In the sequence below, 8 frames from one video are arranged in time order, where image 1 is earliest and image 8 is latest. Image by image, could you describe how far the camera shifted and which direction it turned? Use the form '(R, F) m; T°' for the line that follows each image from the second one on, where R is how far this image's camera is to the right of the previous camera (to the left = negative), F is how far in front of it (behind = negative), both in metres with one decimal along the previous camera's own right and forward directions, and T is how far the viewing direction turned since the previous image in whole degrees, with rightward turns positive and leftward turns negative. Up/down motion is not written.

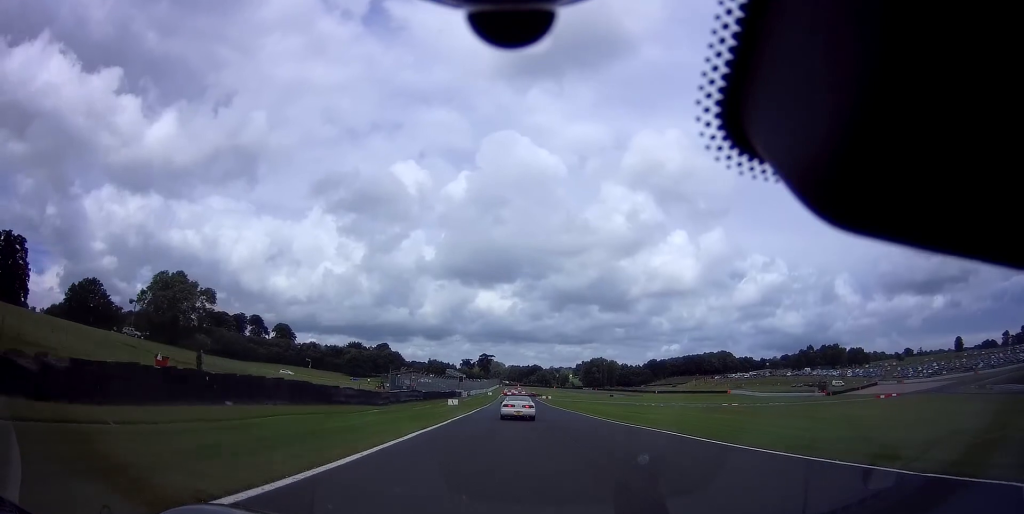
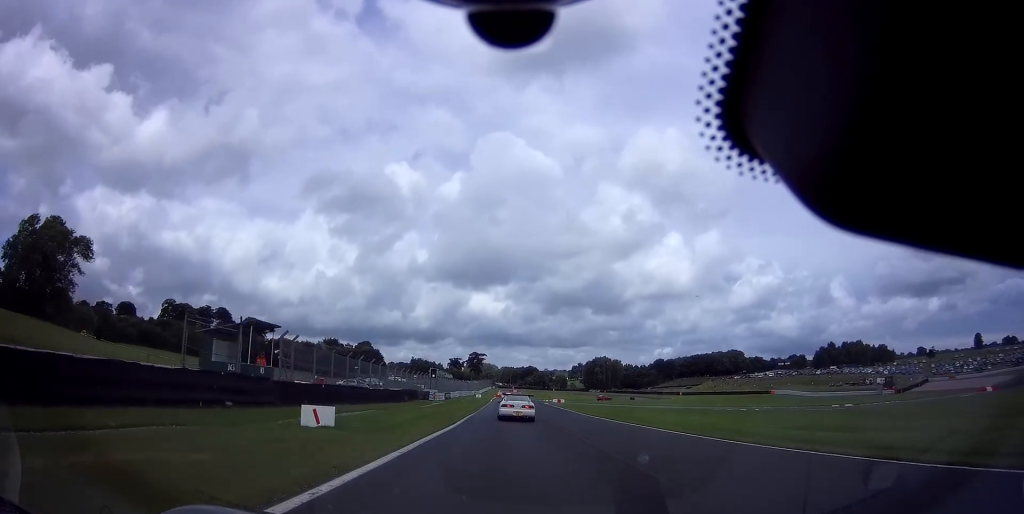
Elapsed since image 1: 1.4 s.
(+0.1, +37.0) m; 0°
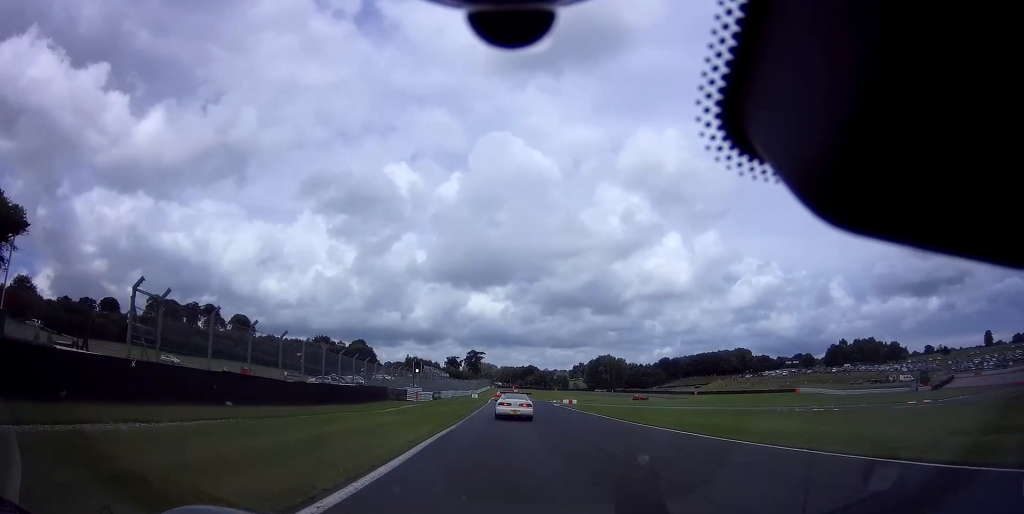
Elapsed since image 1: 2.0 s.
(0.0, +14.5) m; 0°
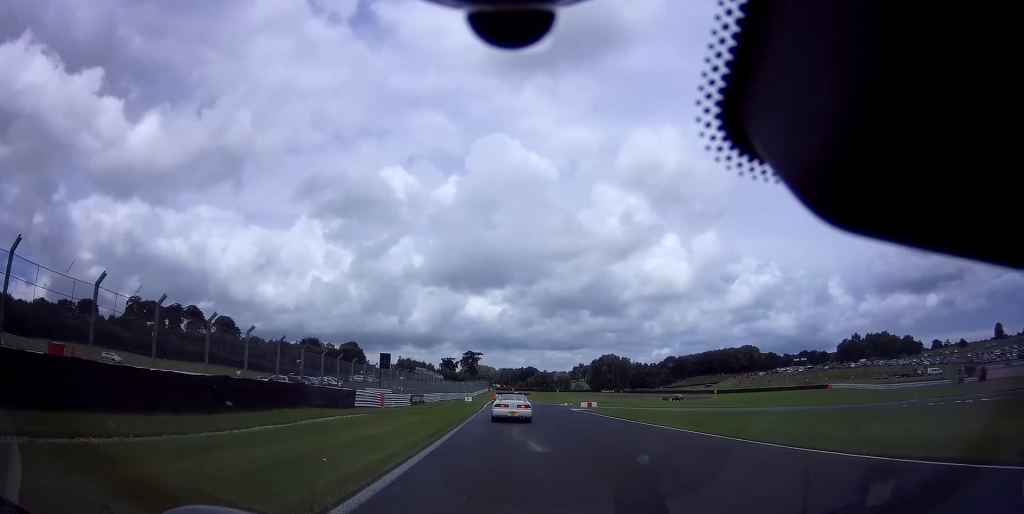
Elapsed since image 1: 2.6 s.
(+0.1, +16.3) m; 0°
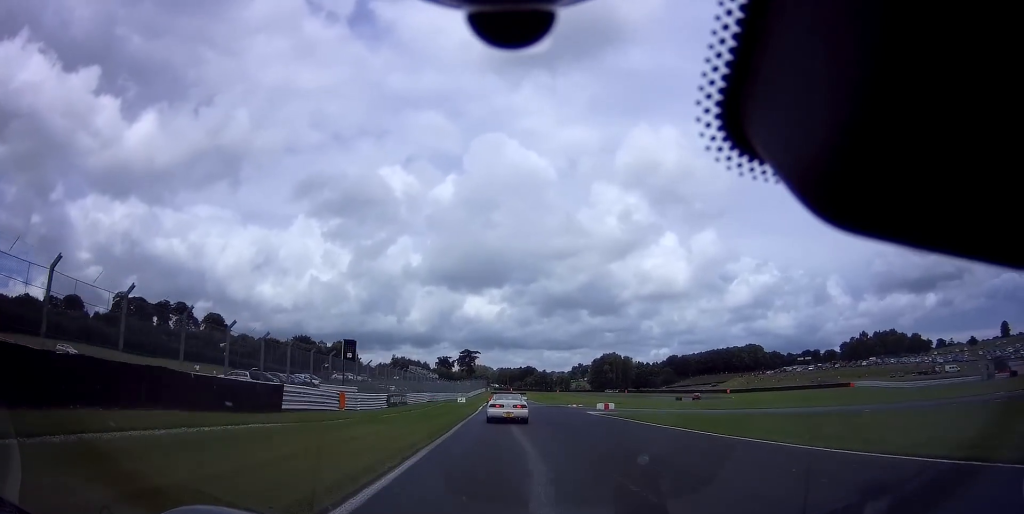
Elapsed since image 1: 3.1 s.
(+0.1, +10.3) m; 0°
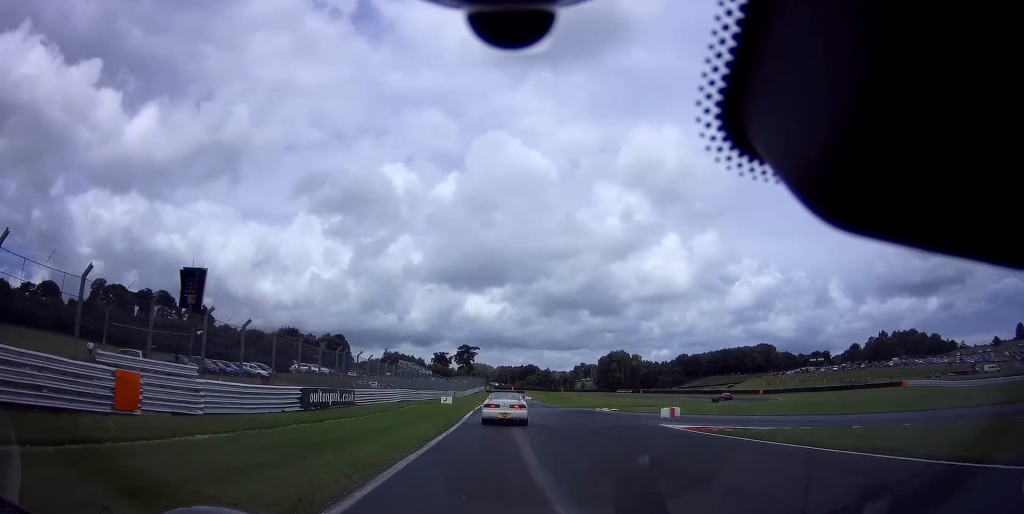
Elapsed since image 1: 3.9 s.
(0.0, +18.4) m; 0°
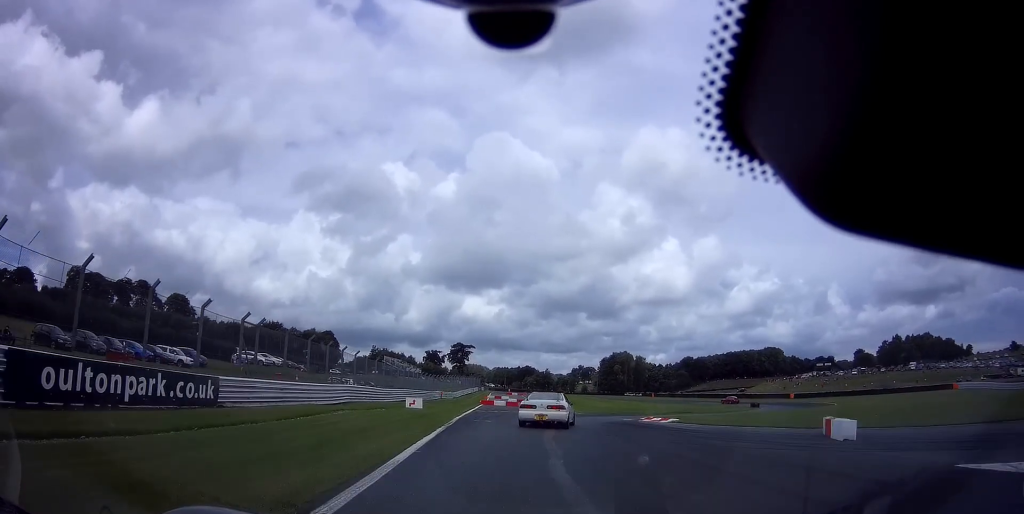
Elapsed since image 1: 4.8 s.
(0.0, +16.3) m; +3°
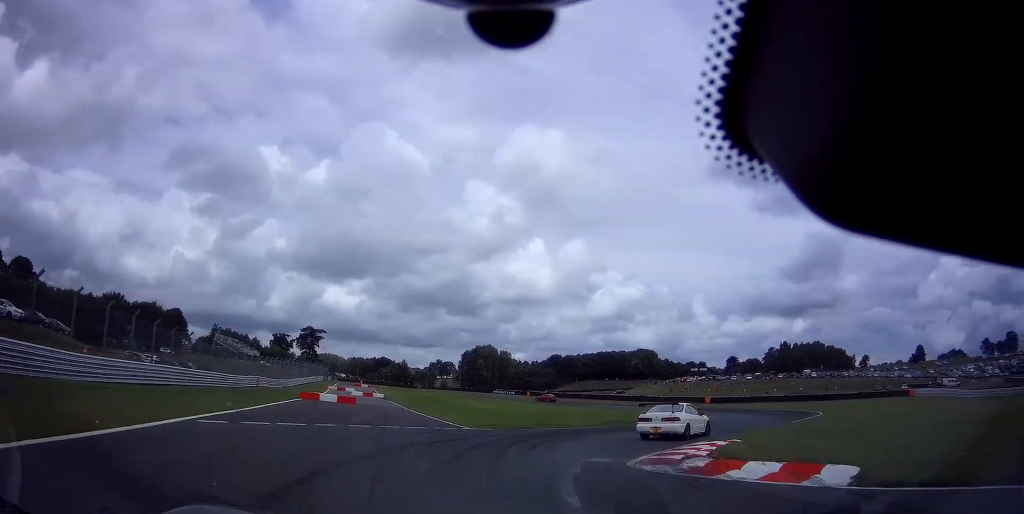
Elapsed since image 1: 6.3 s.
(+2.3, +22.1) m; +19°
